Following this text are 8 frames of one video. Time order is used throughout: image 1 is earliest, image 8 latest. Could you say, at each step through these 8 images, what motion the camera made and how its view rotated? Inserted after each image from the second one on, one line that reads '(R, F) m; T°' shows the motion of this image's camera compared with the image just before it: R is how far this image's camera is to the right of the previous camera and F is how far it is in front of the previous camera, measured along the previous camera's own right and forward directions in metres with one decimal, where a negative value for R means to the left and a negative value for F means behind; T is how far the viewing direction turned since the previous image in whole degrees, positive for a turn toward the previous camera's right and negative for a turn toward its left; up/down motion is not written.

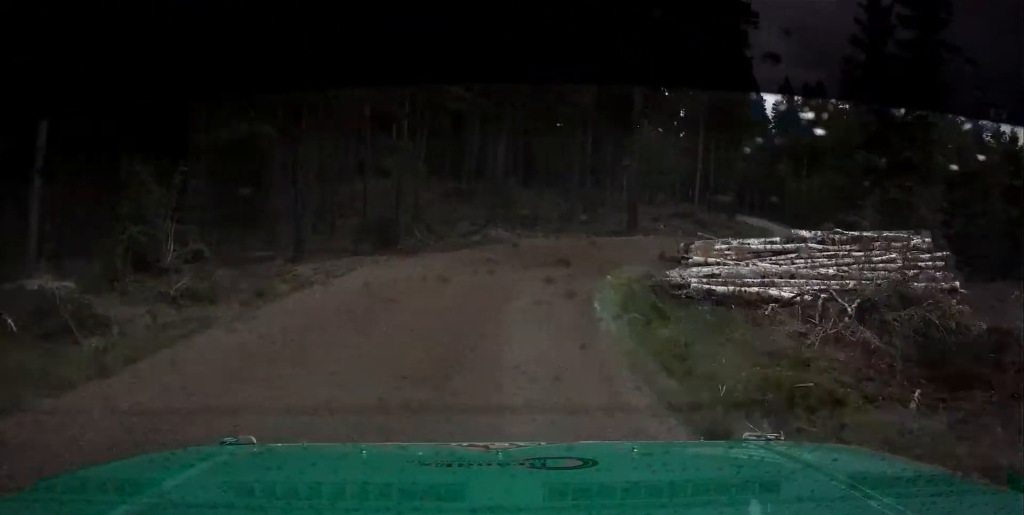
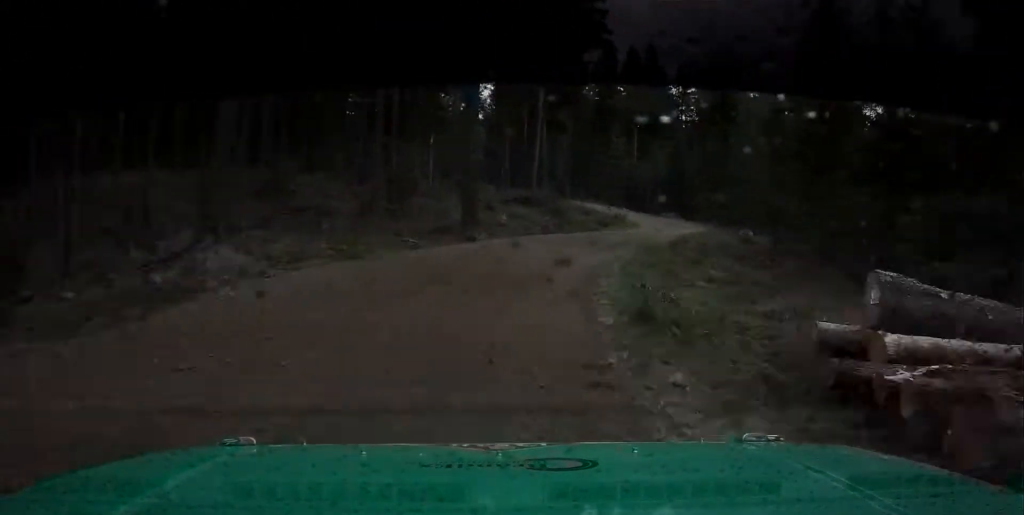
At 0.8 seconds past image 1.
(+1.2, +14.6) m; +13°
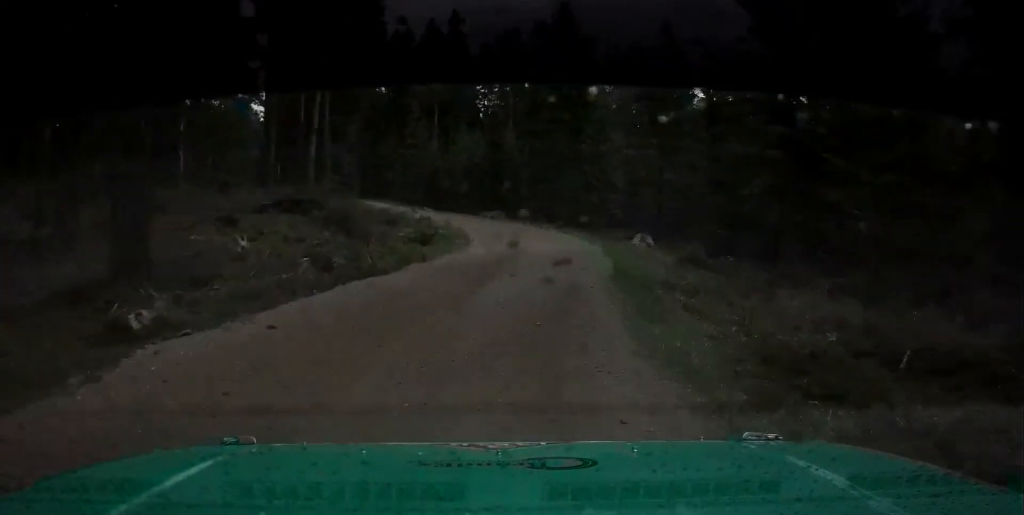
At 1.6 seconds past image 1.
(+2.4, +15.9) m; +11°
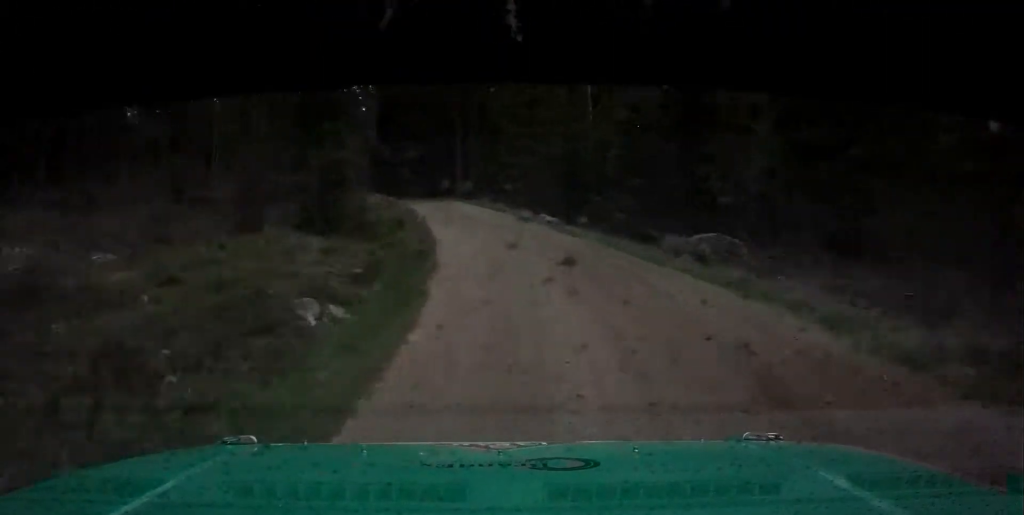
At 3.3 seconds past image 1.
(+2.2, +36.7) m; -2°
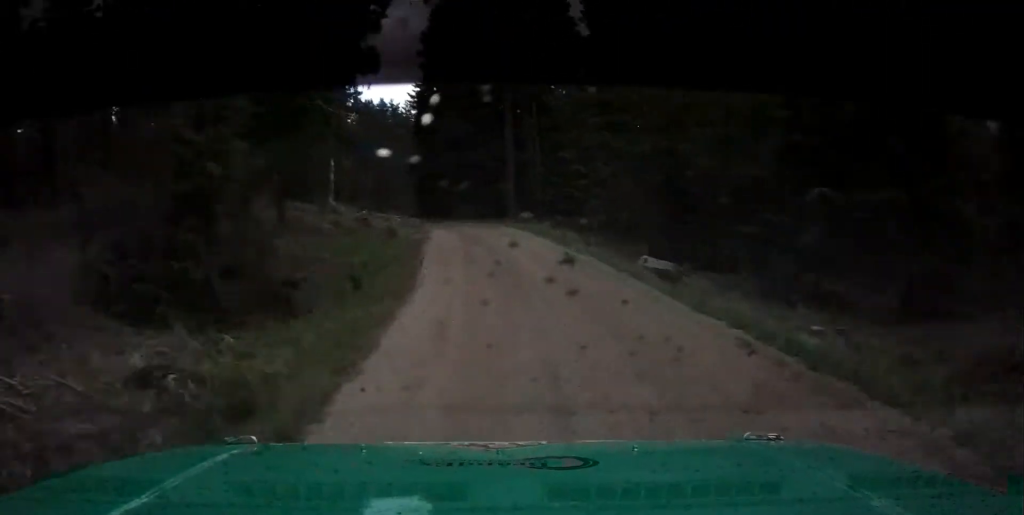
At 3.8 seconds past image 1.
(-0.5, +14.2) m; -6°
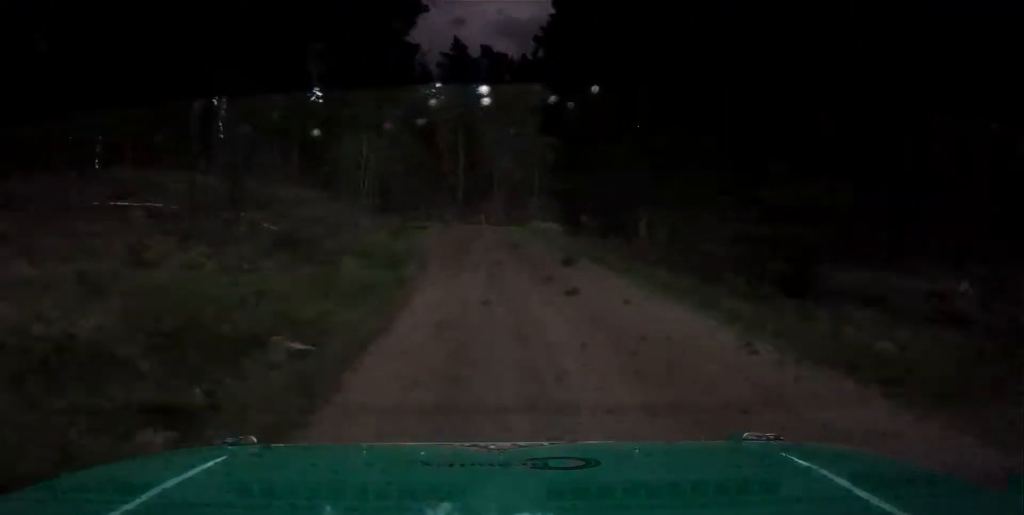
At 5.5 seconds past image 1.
(-6.2, +43.8) m; -13°
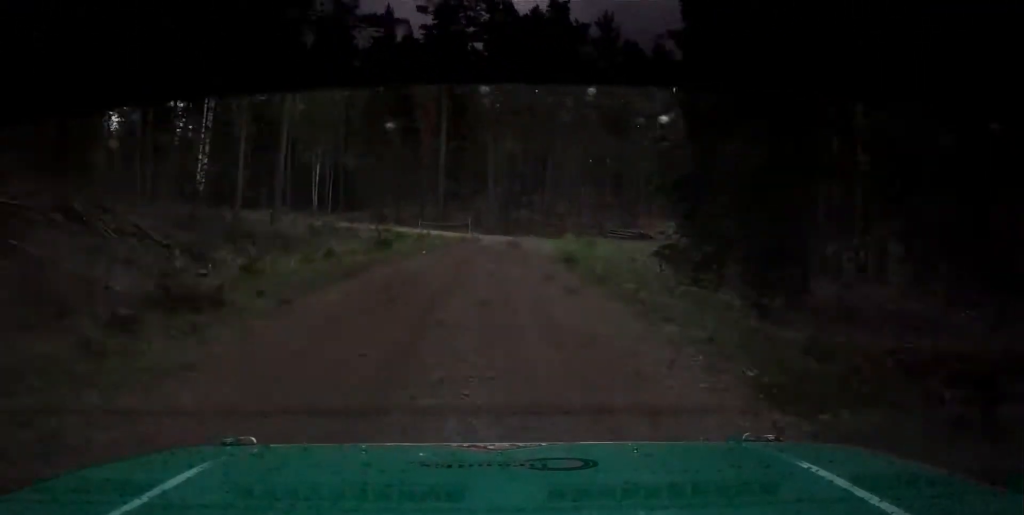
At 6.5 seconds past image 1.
(-1.0, +28.8) m; -1°
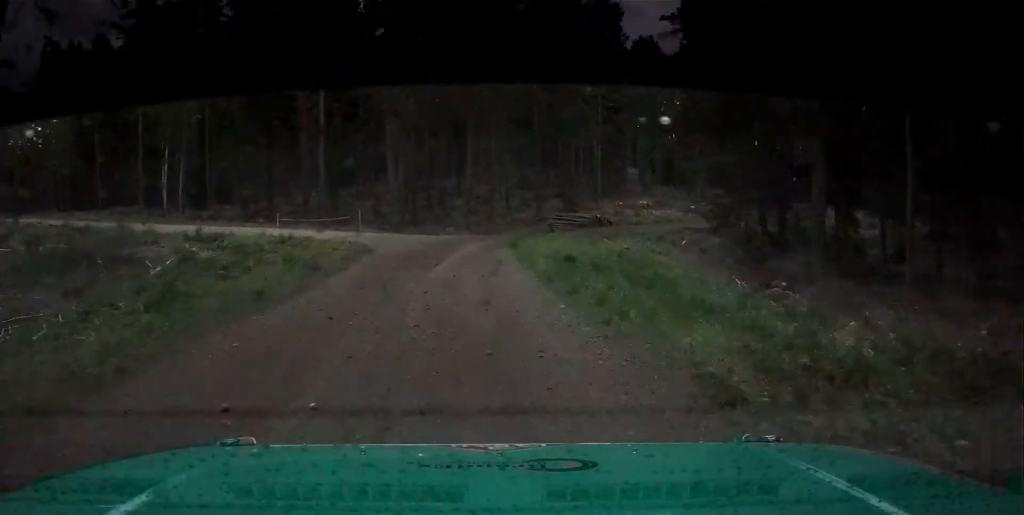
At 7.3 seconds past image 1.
(+0.3, +21.3) m; +4°
